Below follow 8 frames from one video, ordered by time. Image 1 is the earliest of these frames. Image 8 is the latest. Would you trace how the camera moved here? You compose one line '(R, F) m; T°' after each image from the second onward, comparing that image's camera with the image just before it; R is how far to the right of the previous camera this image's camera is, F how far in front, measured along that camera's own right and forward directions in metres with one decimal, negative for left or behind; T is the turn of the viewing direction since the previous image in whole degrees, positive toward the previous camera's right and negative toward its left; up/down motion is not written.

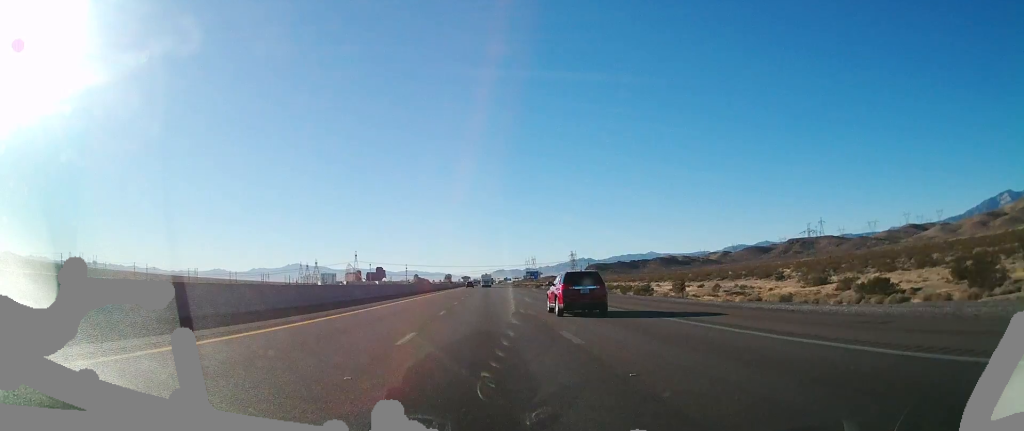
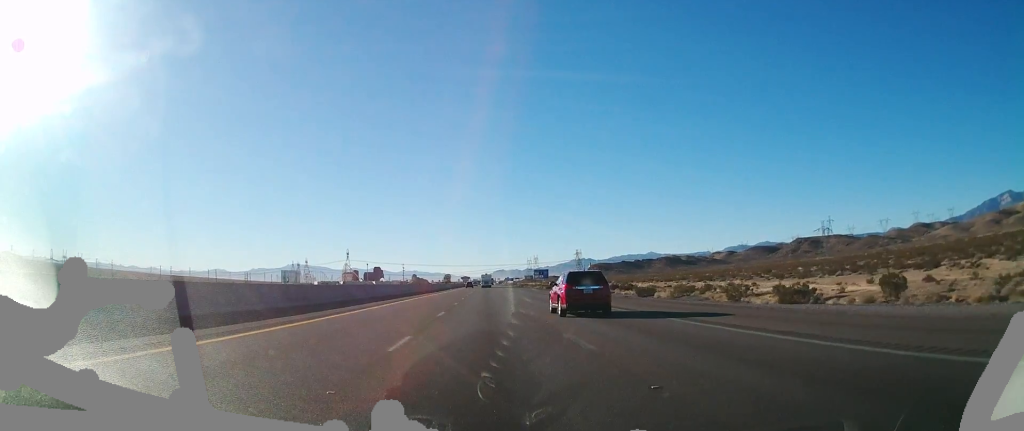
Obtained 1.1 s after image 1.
(0.0, +37.6) m; 0°
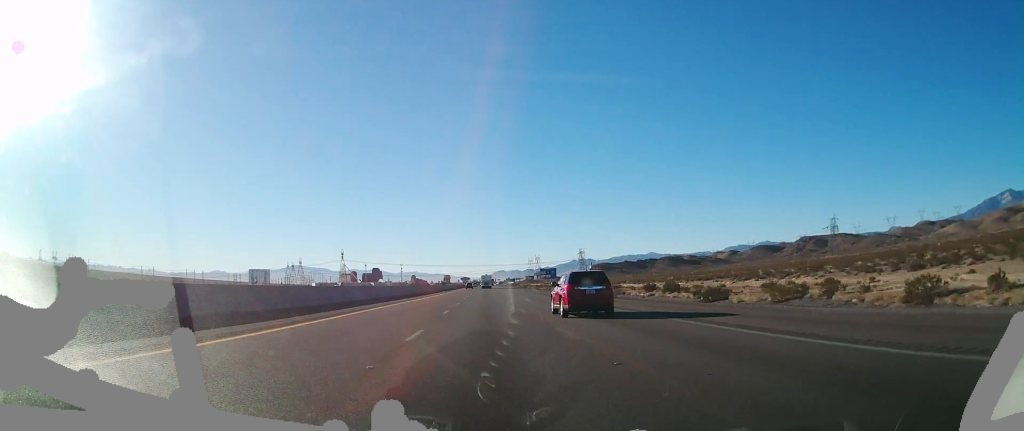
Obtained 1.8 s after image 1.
(0.0, +22.2) m; 0°
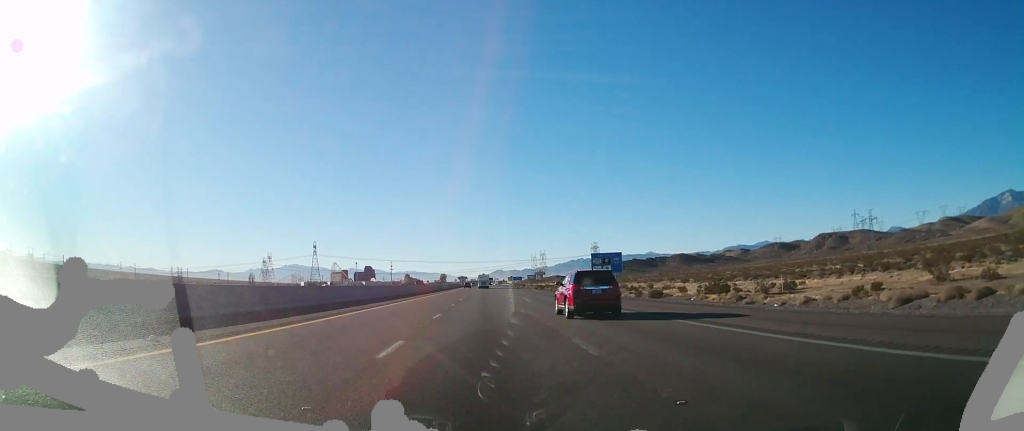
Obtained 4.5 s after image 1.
(-0.1, +89.0) m; 0°
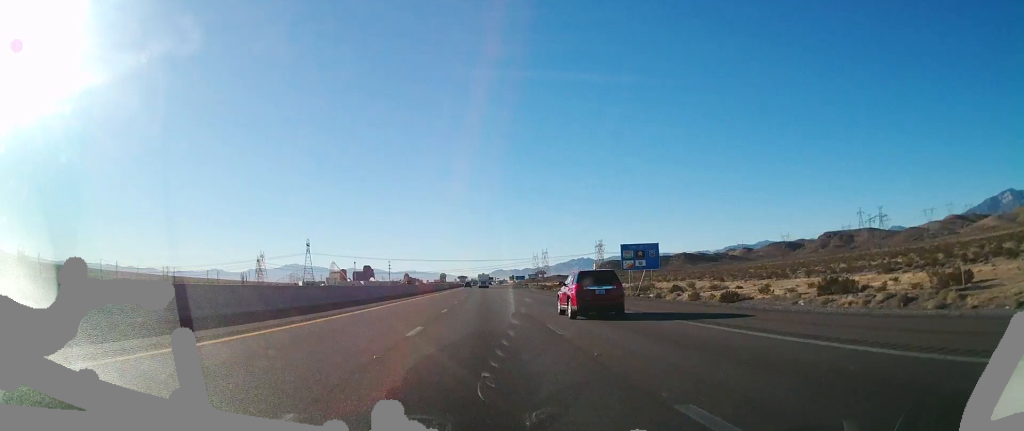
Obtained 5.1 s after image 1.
(+0.1, +20.0) m; 0°
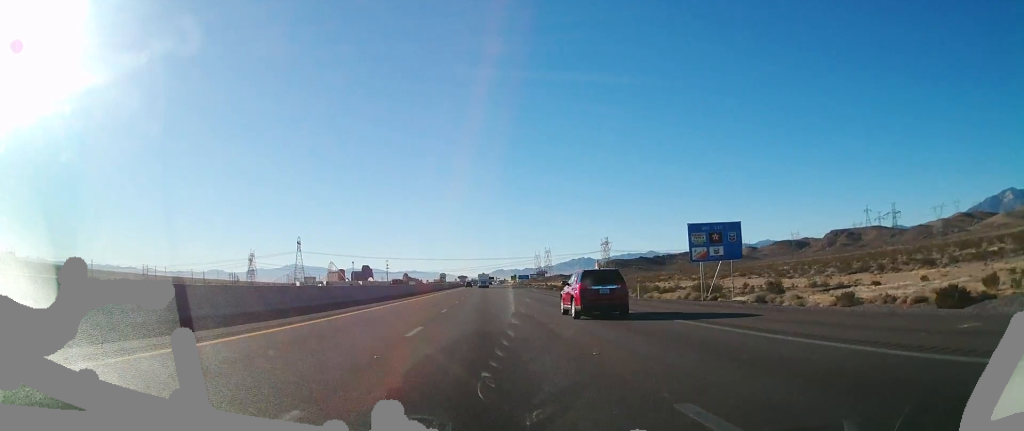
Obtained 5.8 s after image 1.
(0.0, +24.4) m; 0°
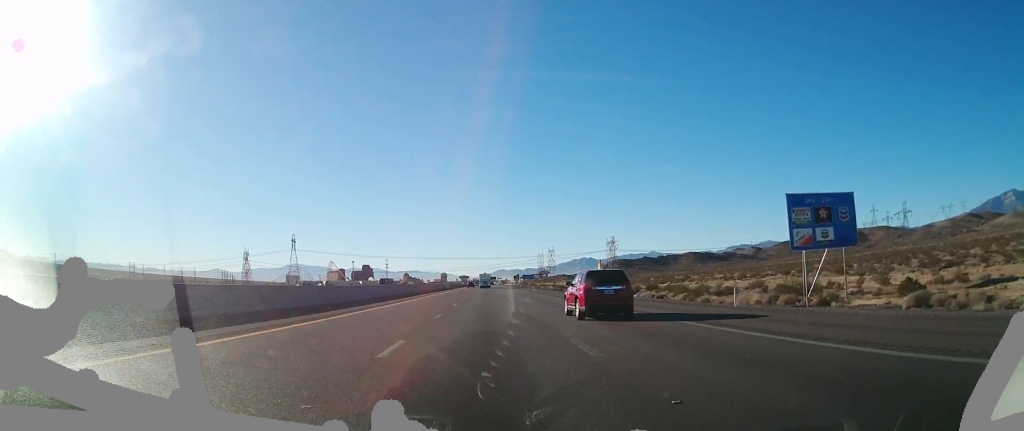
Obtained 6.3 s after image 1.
(0.0, +16.7) m; 0°
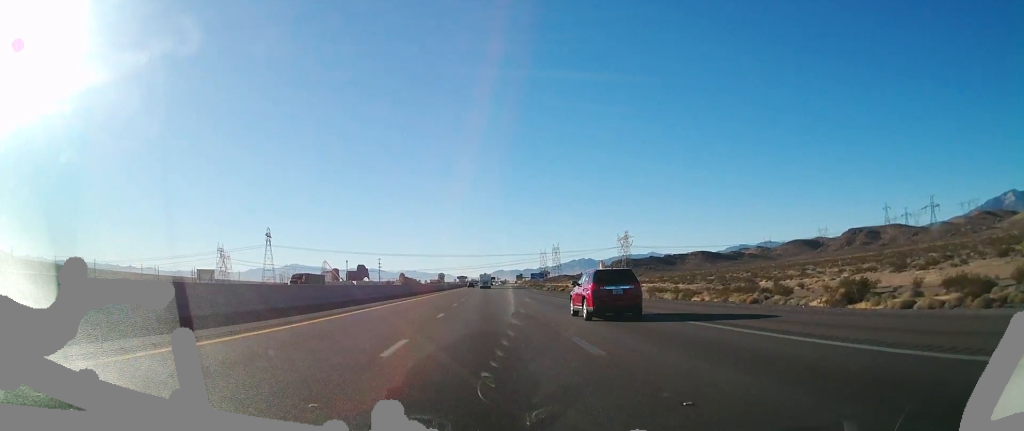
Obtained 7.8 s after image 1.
(0.0, +49.1) m; 0°
